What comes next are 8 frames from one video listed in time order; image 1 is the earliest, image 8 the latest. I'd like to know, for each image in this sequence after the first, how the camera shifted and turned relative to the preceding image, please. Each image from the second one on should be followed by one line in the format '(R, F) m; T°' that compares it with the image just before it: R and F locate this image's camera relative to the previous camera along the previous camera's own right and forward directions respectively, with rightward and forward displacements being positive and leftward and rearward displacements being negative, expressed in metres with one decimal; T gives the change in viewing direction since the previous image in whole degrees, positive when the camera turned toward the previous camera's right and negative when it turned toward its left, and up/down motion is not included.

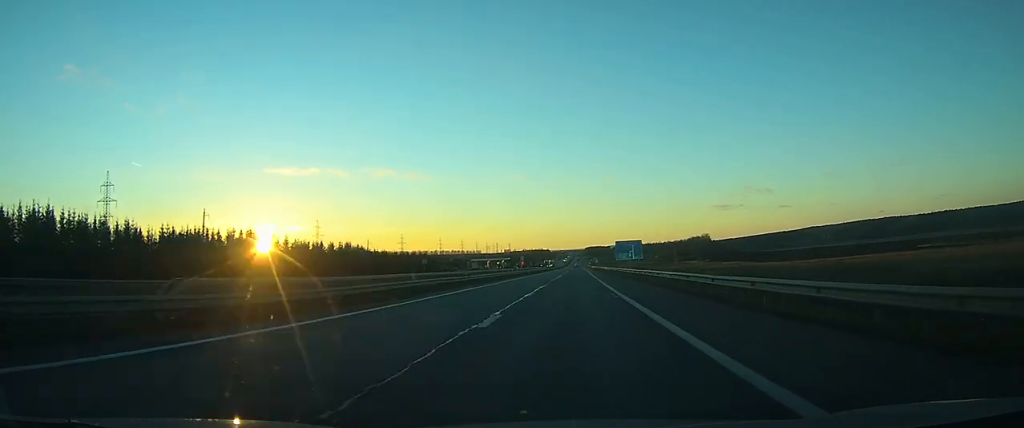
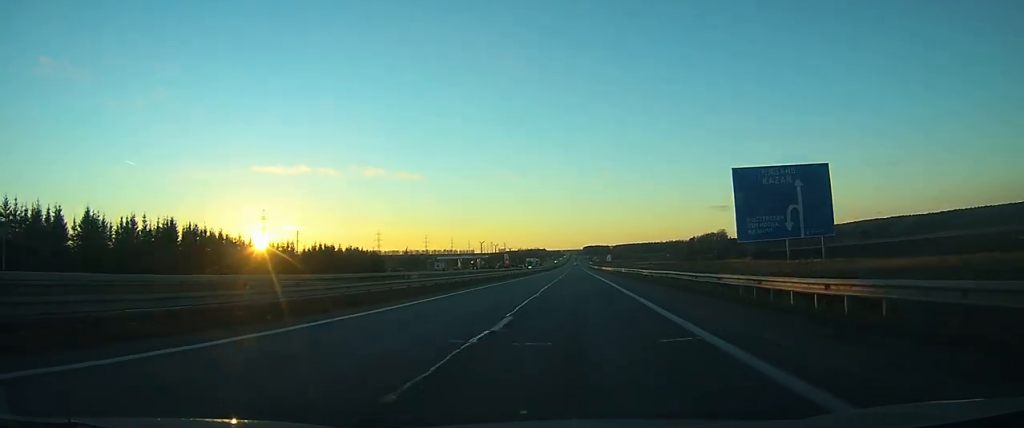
(+0.5, +85.1) m; 0°
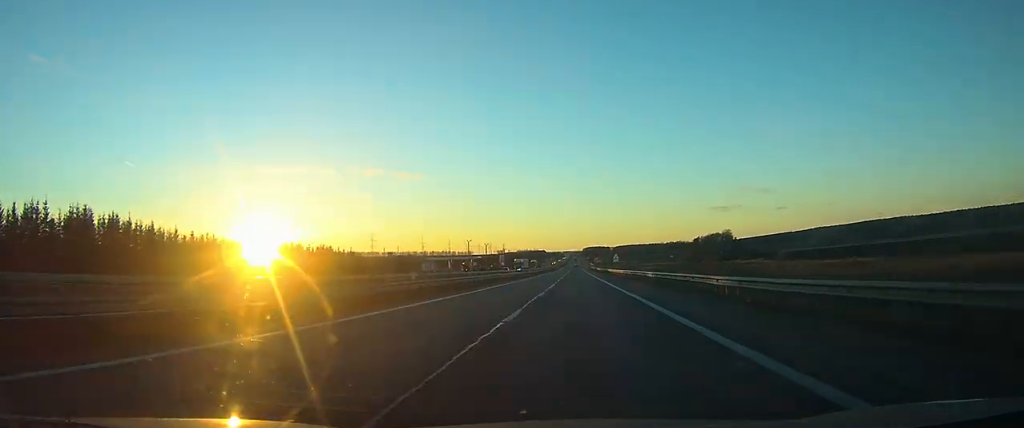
(0.0, +20.3) m; 0°
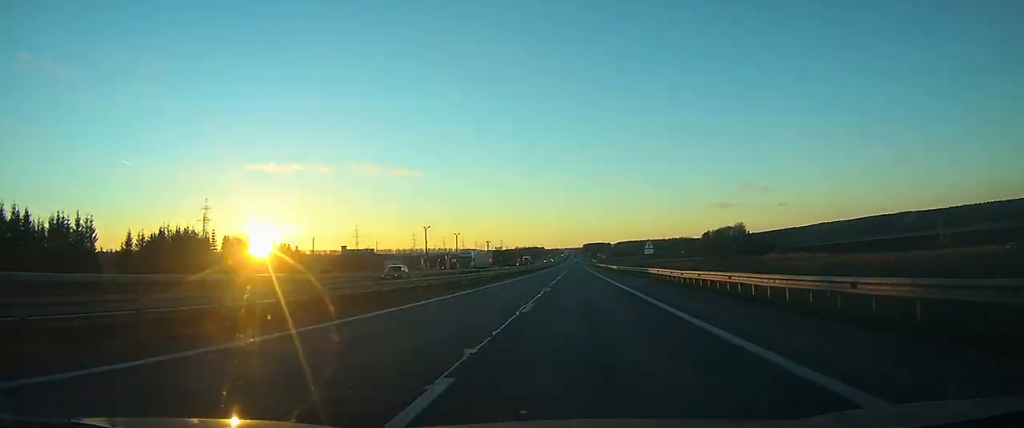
(+0.1, +41.3) m; 0°
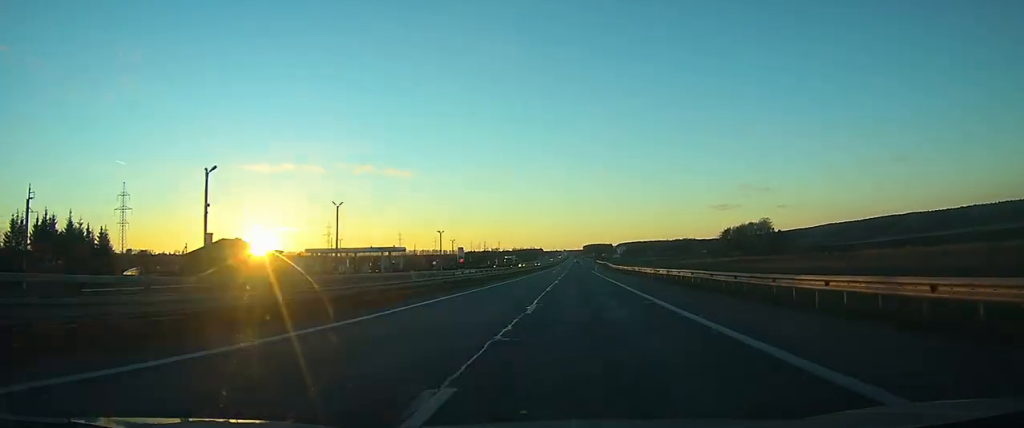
(+0.1, +62.5) m; 0°
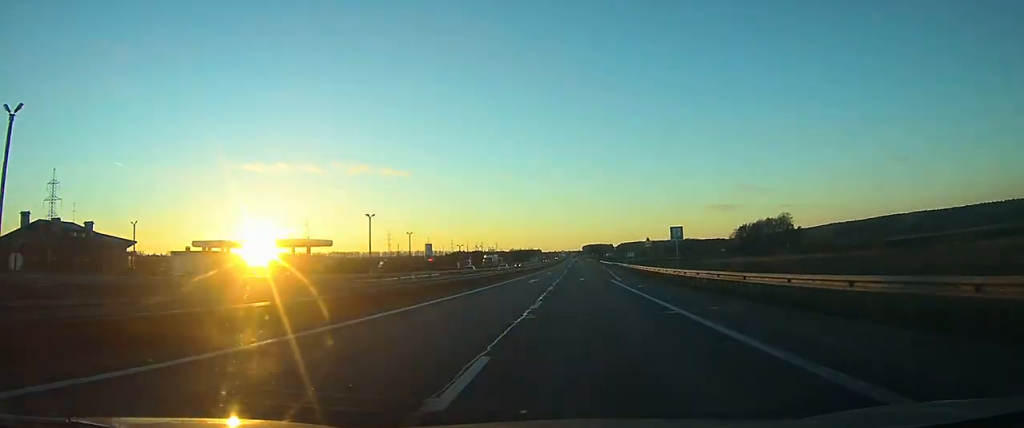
(+0.1, +38.4) m; 0°
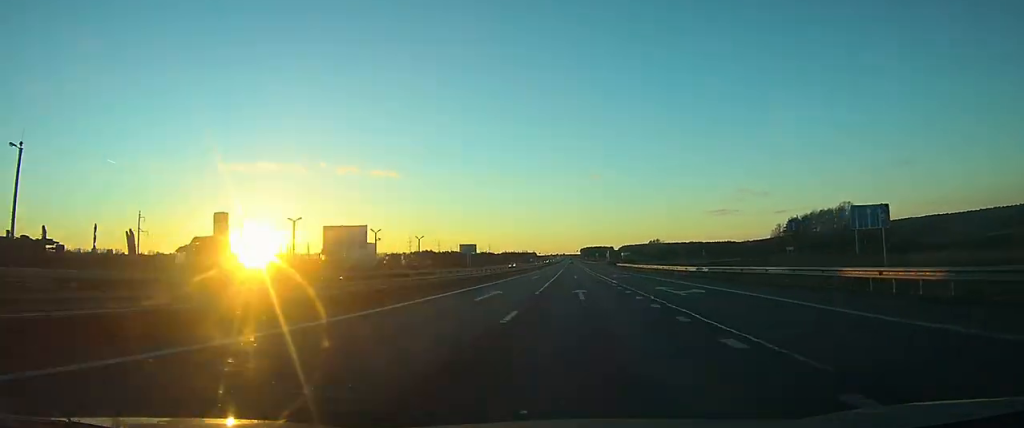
(+0.3, +90.4) m; 0°
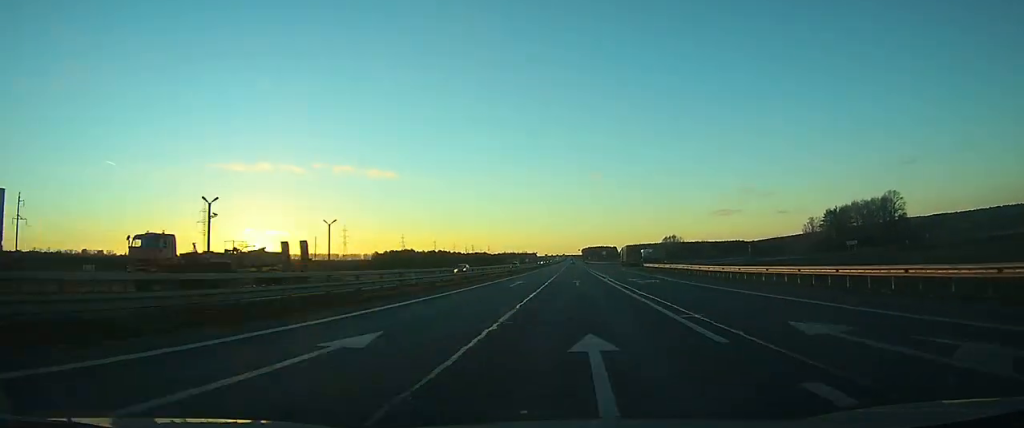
(+0.1, +50.6) m; 0°
